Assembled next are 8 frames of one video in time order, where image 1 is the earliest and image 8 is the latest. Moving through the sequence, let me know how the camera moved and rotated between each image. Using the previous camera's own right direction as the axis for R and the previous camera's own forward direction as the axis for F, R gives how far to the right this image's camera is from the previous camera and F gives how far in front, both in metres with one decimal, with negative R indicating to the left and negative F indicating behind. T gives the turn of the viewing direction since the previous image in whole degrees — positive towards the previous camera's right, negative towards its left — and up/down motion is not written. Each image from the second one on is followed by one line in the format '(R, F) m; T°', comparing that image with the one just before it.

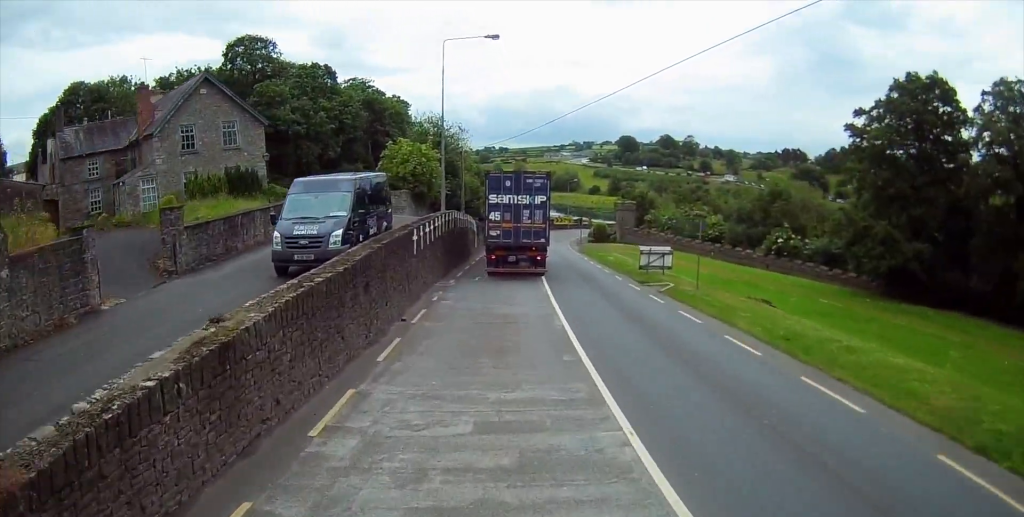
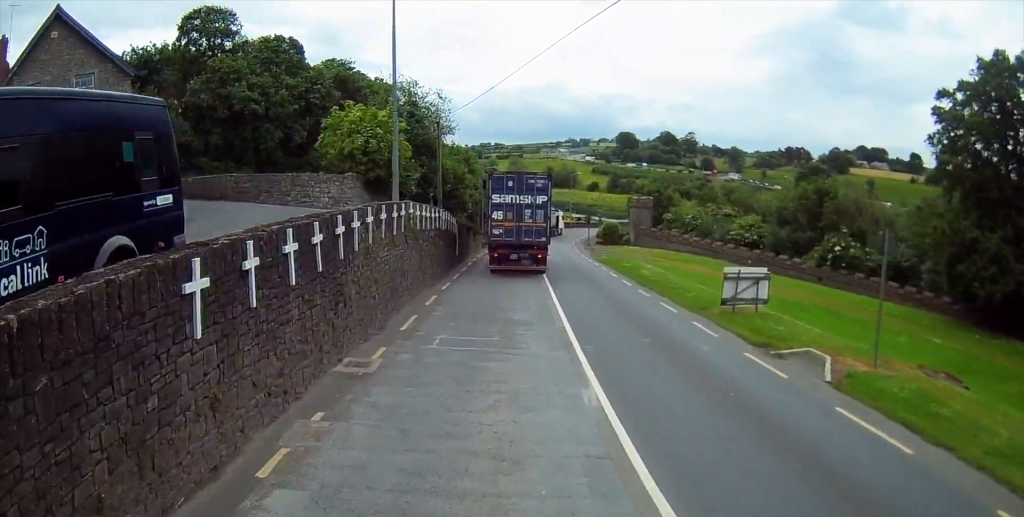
(+0.3, +13.4) m; 0°
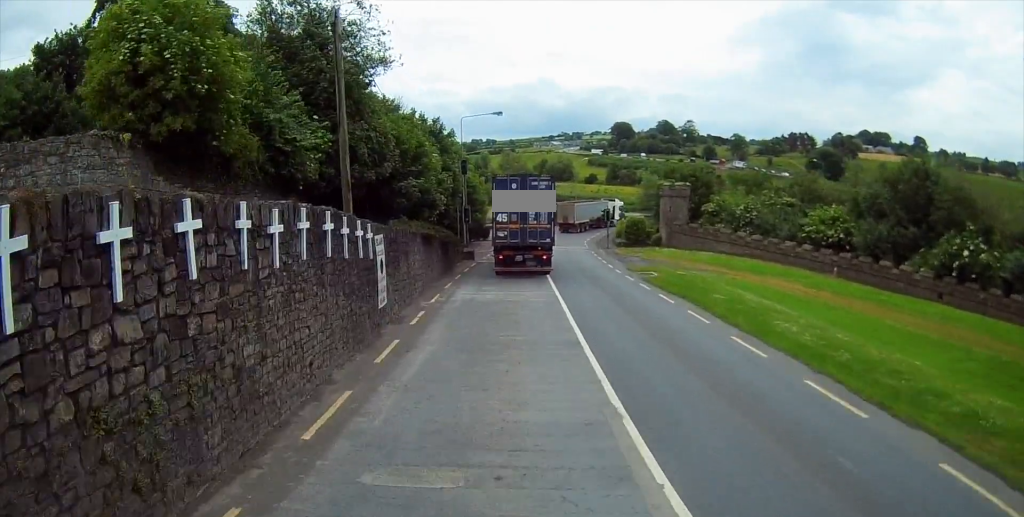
(-0.2, +18.5) m; 0°
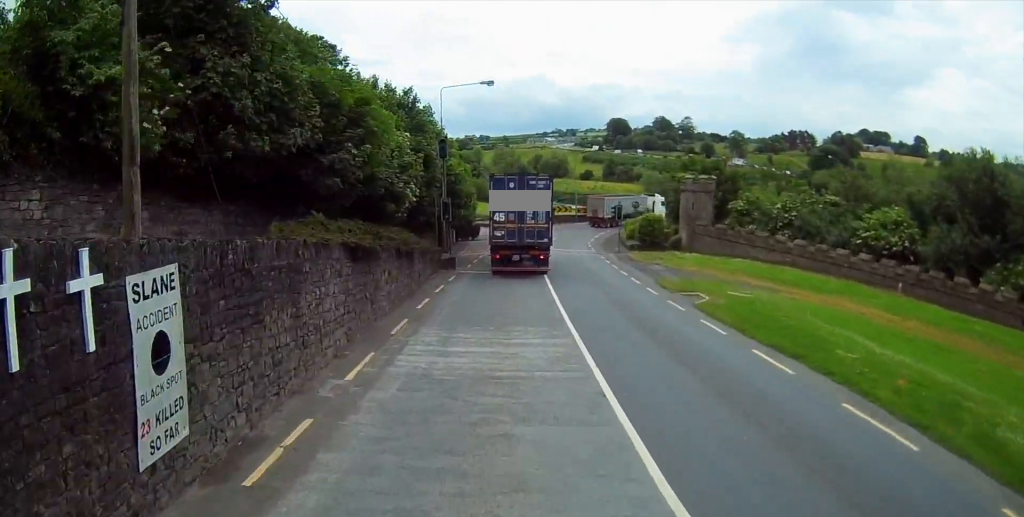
(0.0, +9.5) m; 0°
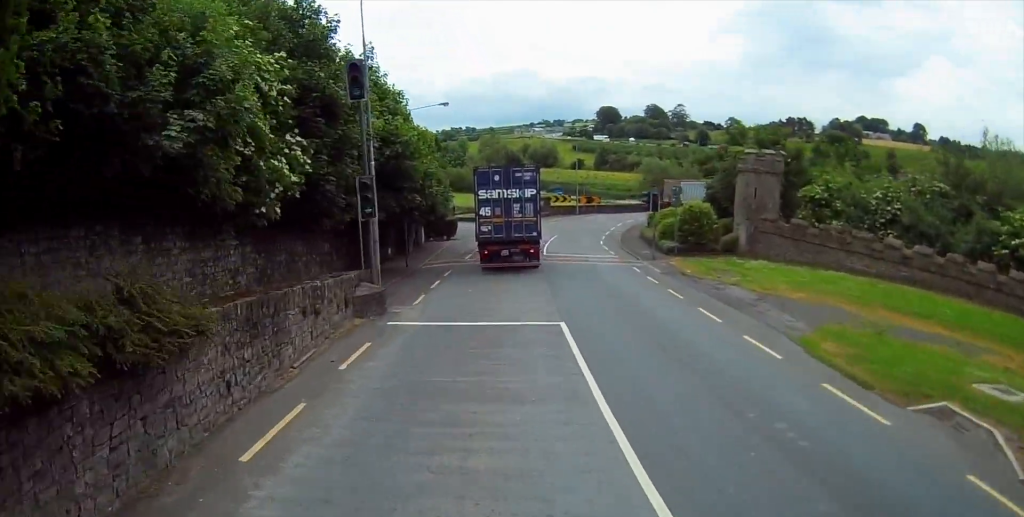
(0.0, +15.6) m; +1°
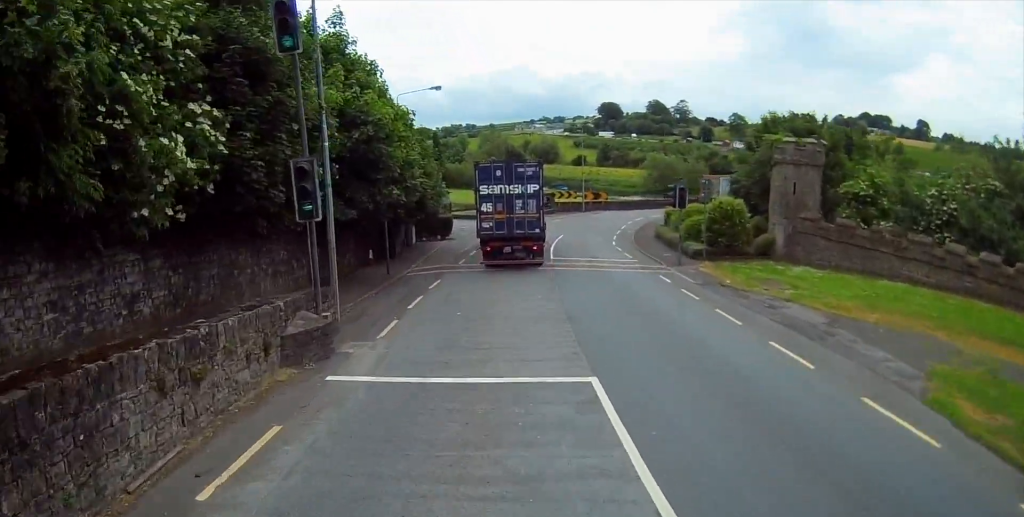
(0.0, +5.2) m; +1°
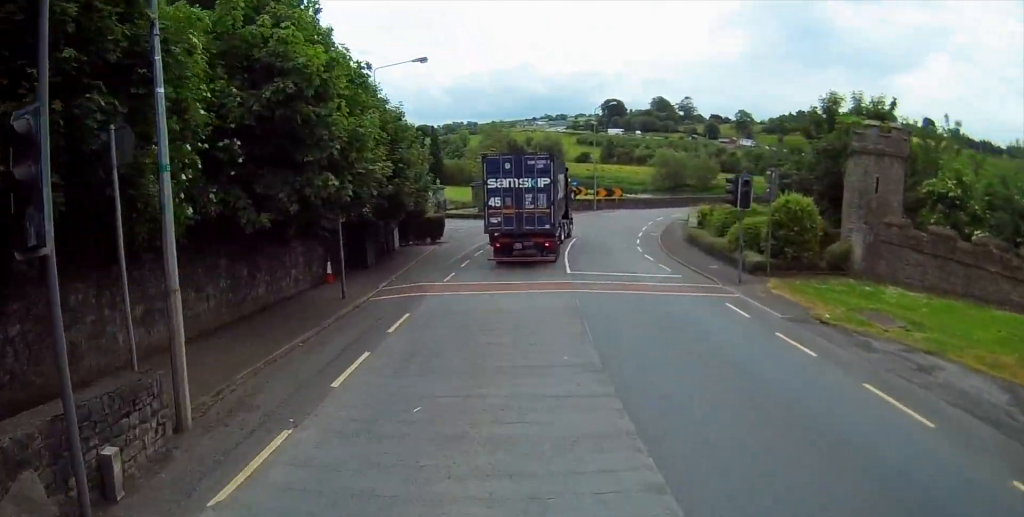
(+0.2, +7.6) m; 0°
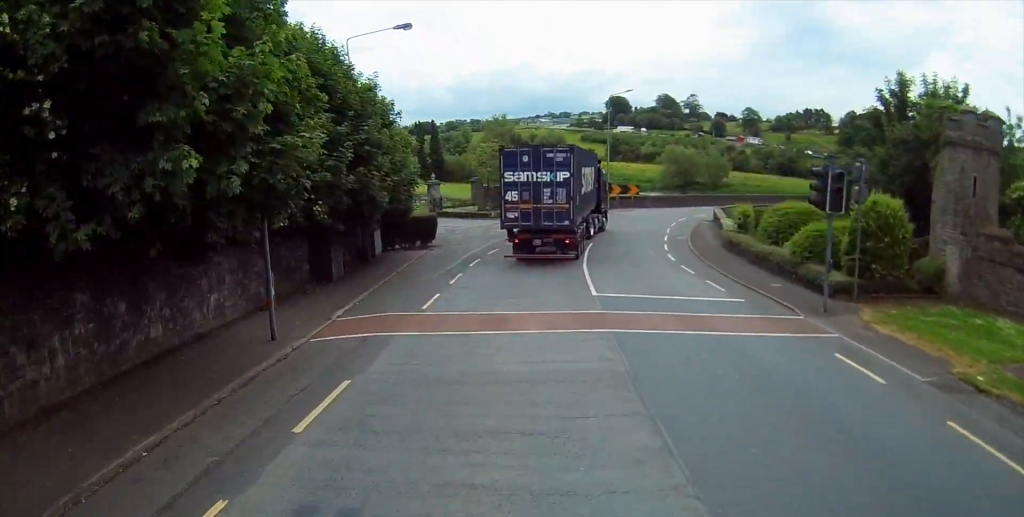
(+0.1, +6.3) m; 0°
